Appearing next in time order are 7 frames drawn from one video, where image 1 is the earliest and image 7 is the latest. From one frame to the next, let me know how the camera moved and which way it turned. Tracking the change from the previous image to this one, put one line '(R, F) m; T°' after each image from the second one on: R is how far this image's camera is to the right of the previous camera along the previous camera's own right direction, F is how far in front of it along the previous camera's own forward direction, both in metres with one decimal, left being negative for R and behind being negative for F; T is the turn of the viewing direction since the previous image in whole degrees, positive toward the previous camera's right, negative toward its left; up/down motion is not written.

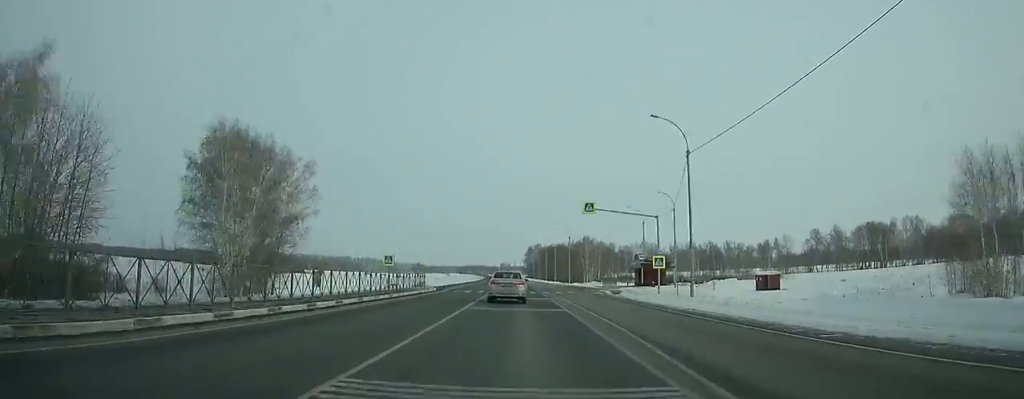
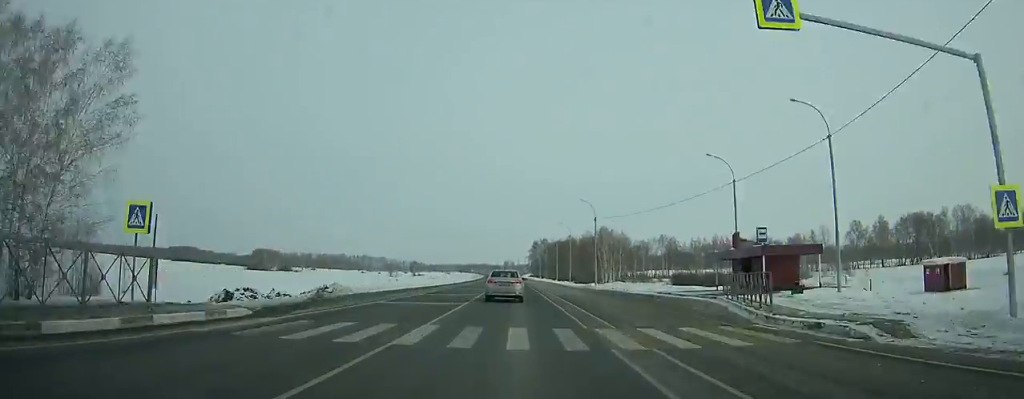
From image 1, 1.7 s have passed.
(-0.2, +34.1) m; -1°
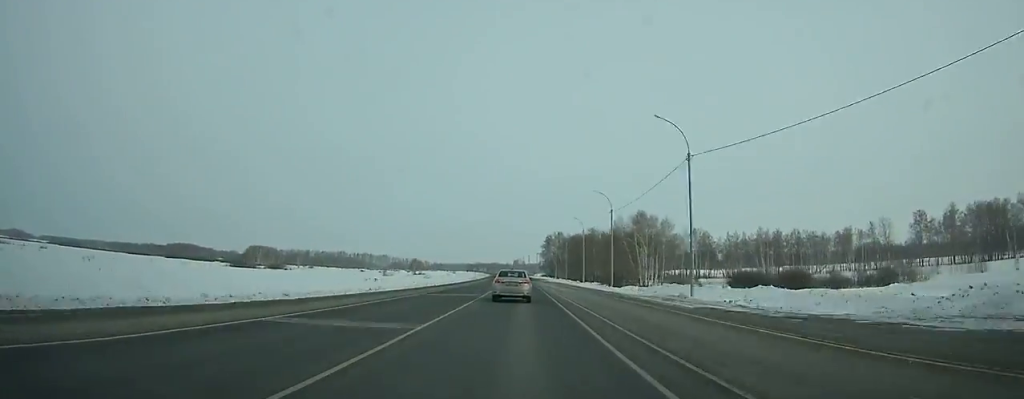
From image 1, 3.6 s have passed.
(-0.2, +38.4) m; -1°
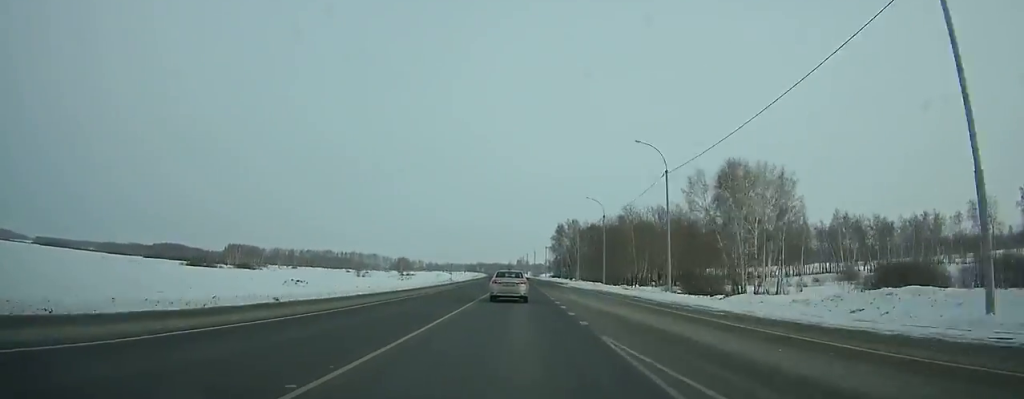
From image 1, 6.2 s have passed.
(-0.2, +53.8) m; 0°
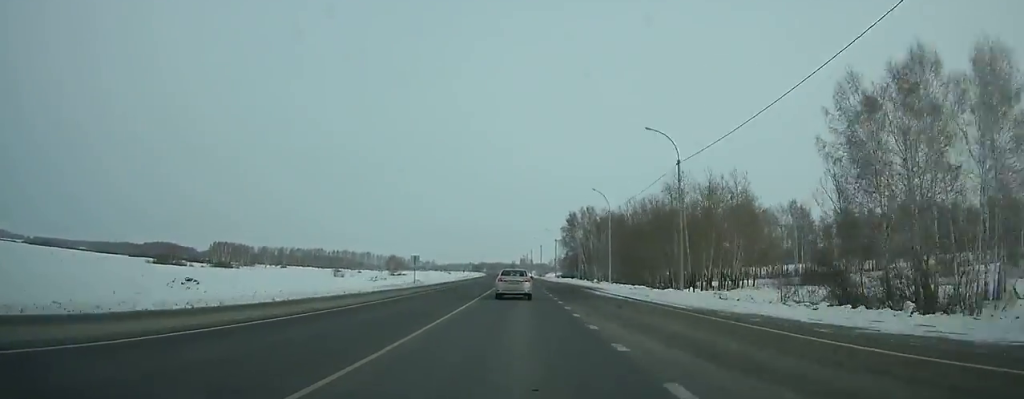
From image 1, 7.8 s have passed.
(-0.1, +33.7) m; 0°
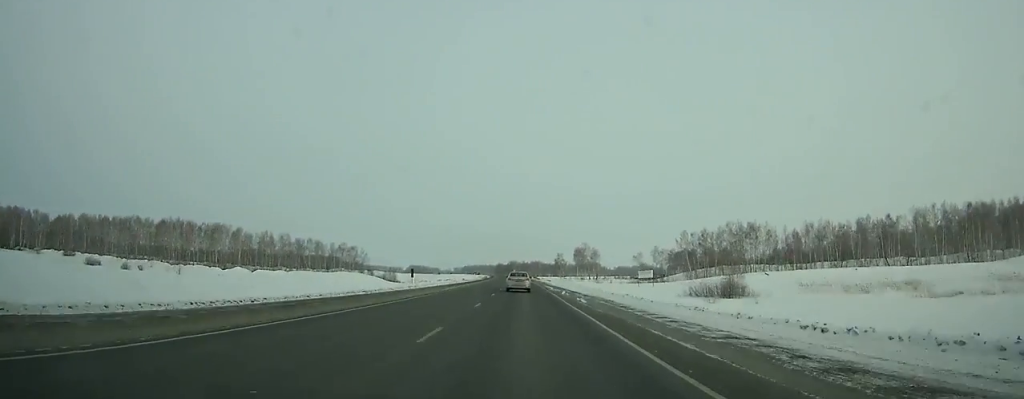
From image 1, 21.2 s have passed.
(-10.0, +305.2) m; -4°
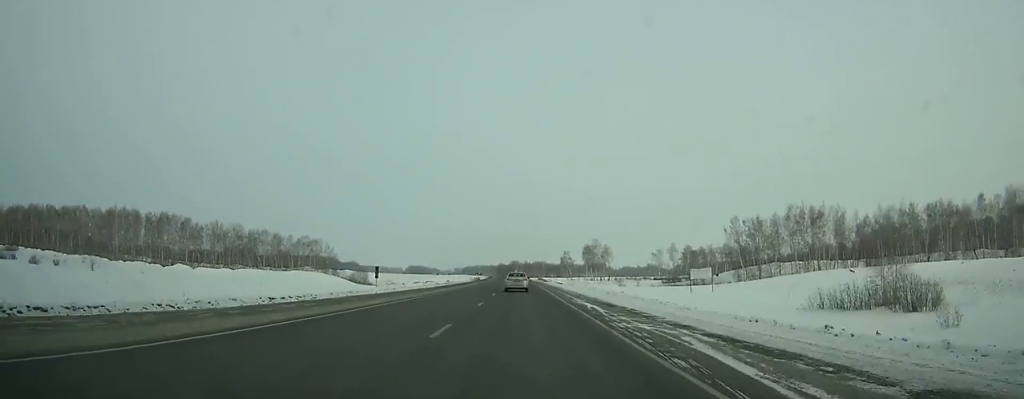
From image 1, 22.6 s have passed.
(-0.1, +34.9) m; 0°
